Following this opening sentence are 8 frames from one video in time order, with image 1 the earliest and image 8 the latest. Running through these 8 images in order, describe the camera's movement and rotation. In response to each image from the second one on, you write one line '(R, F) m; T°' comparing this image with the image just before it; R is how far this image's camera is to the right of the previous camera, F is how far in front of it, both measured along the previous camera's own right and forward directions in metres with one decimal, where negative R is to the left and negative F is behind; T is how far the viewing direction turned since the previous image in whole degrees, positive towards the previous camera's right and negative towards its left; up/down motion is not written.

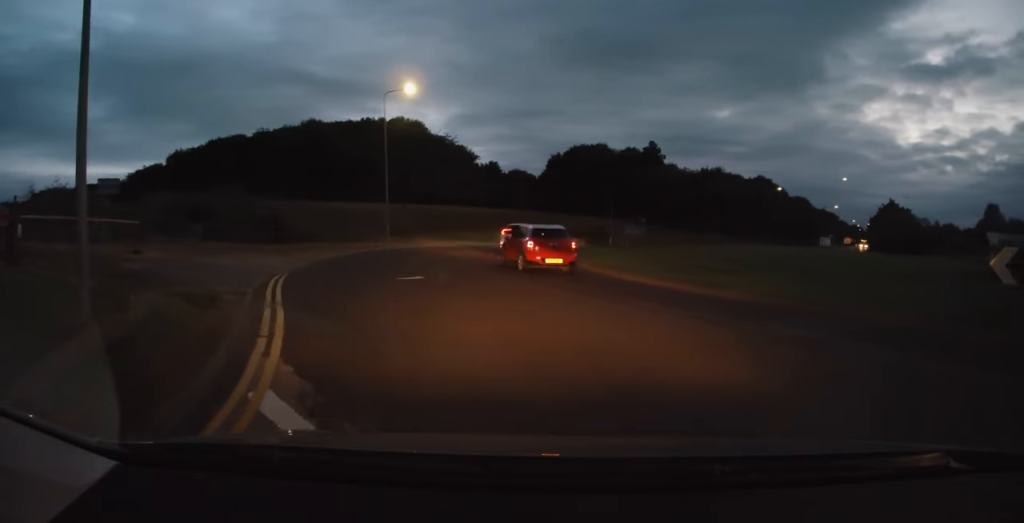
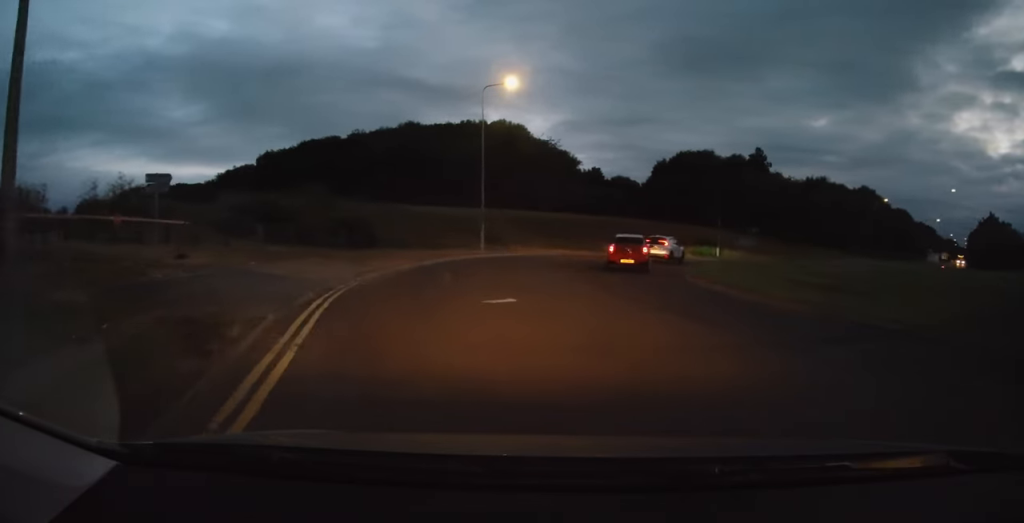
(-0.3, +2.9) m; -6°
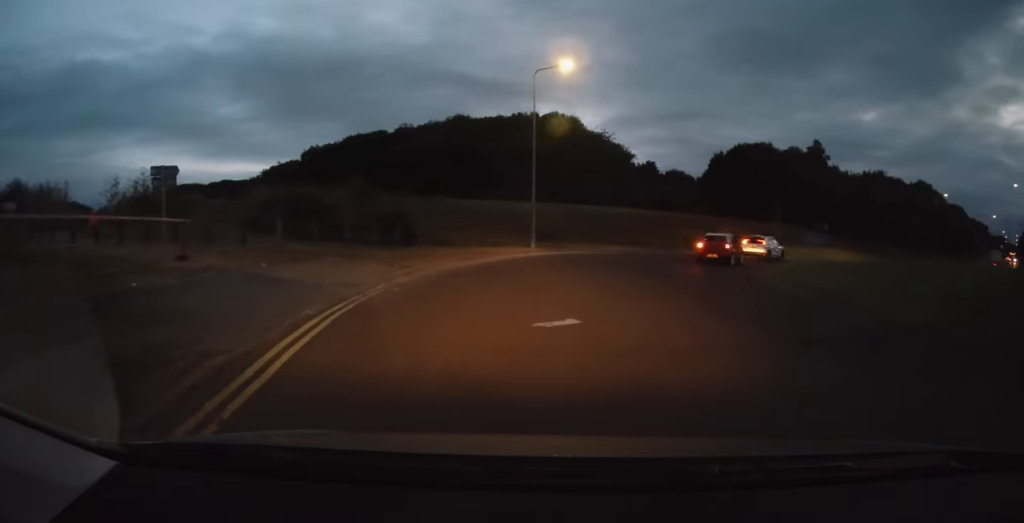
(-0.1, +2.5) m; -4°
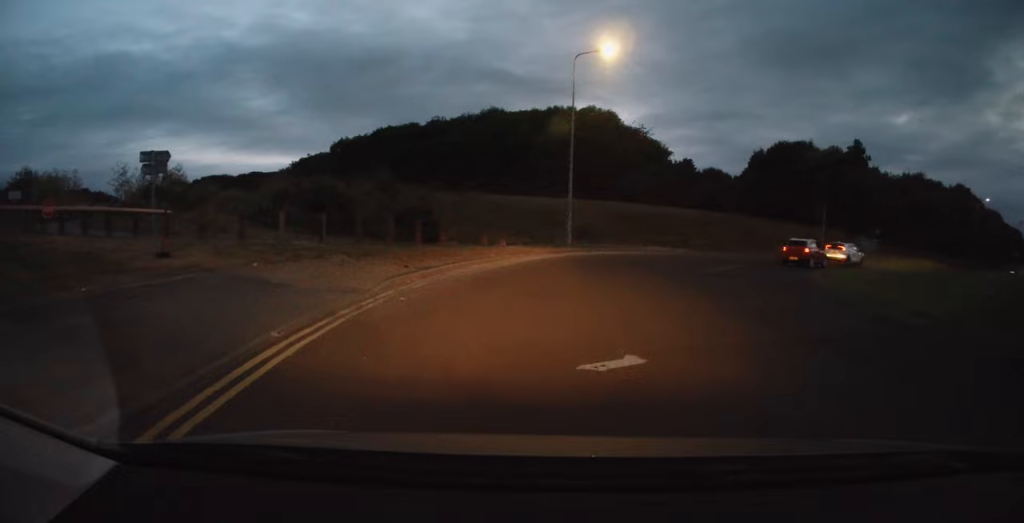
(0.0, +2.4) m; -1°
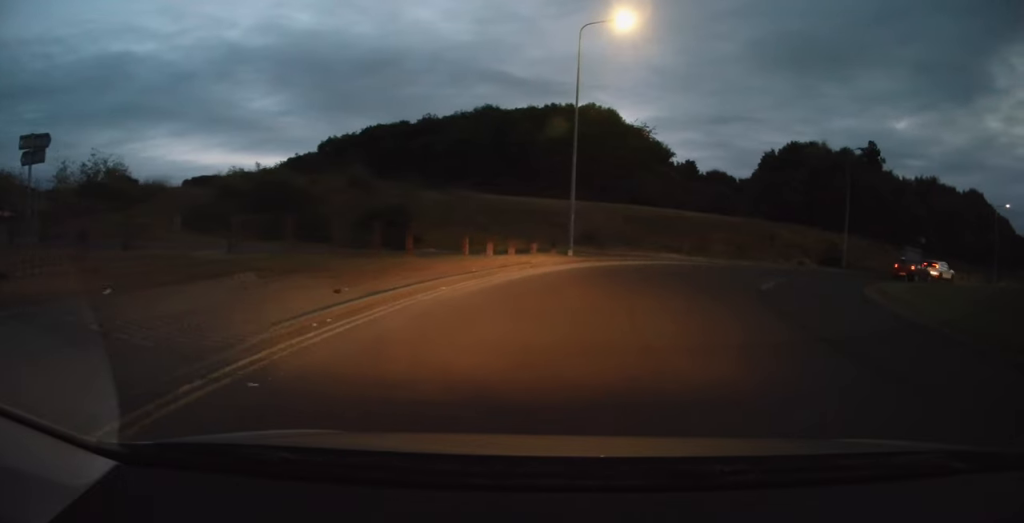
(-0.1, +4.9) m; +2°
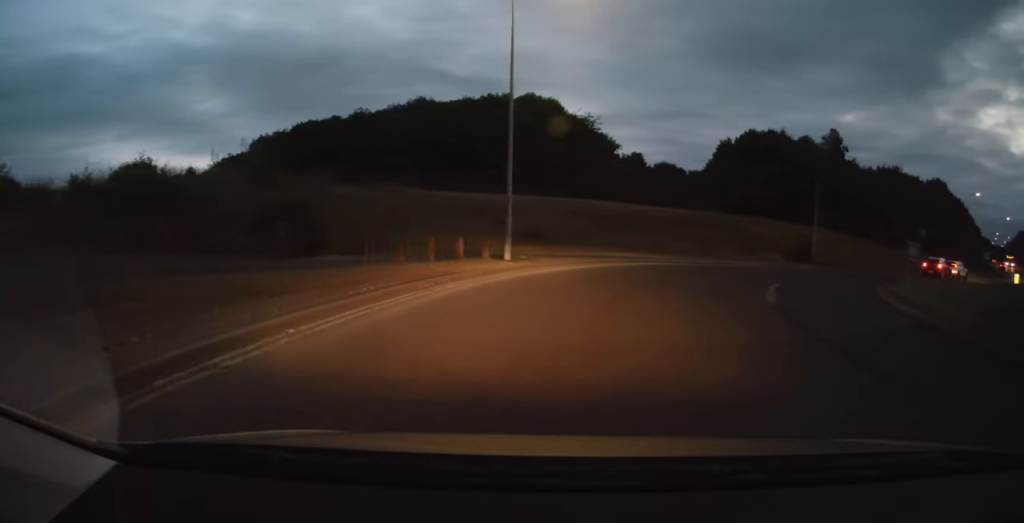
(+0.1, +4.3) m; +5°
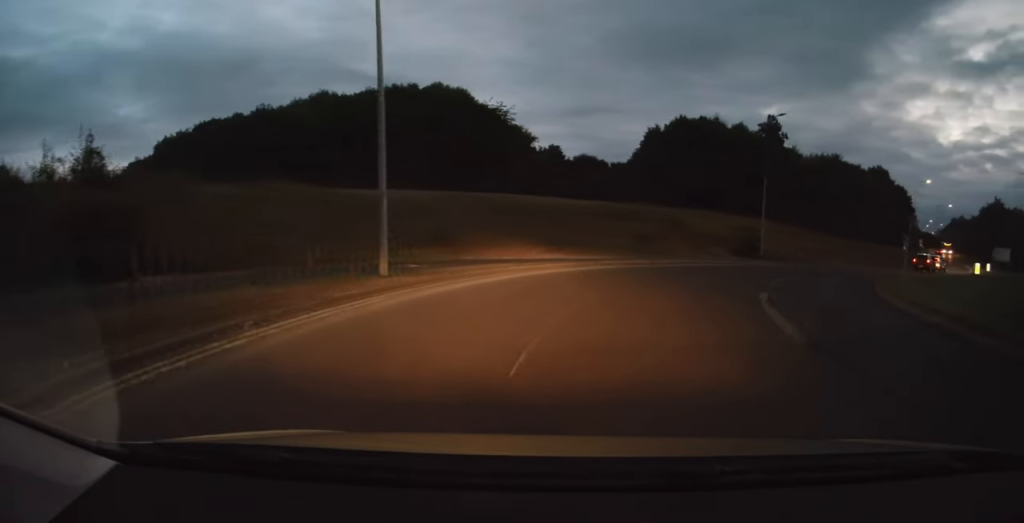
(+0.3, +4.8) m; +7°
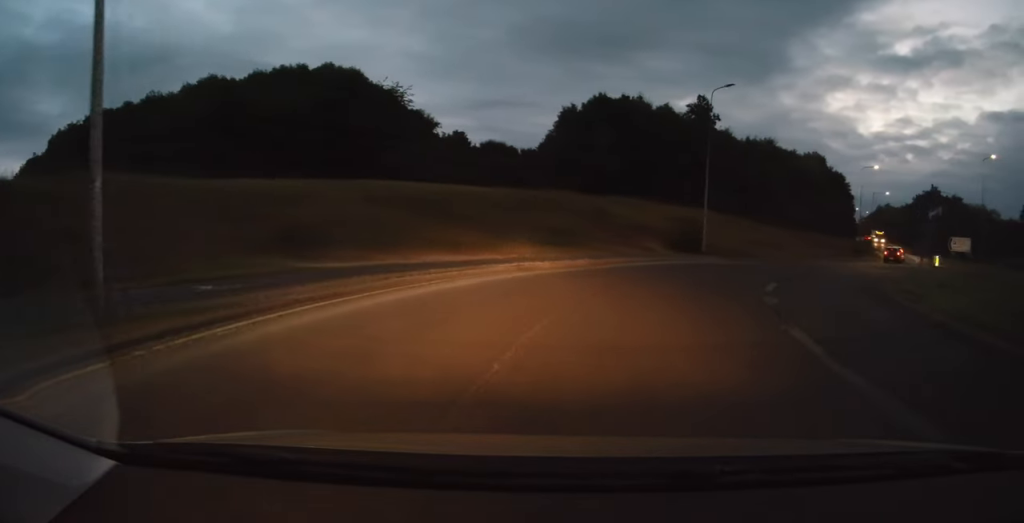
(+0.1, +5.9) m; +9°
